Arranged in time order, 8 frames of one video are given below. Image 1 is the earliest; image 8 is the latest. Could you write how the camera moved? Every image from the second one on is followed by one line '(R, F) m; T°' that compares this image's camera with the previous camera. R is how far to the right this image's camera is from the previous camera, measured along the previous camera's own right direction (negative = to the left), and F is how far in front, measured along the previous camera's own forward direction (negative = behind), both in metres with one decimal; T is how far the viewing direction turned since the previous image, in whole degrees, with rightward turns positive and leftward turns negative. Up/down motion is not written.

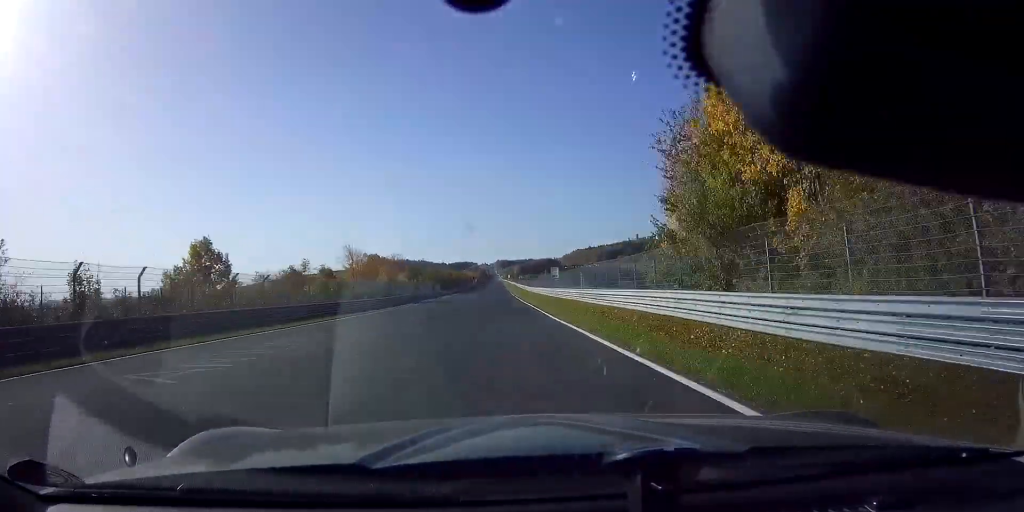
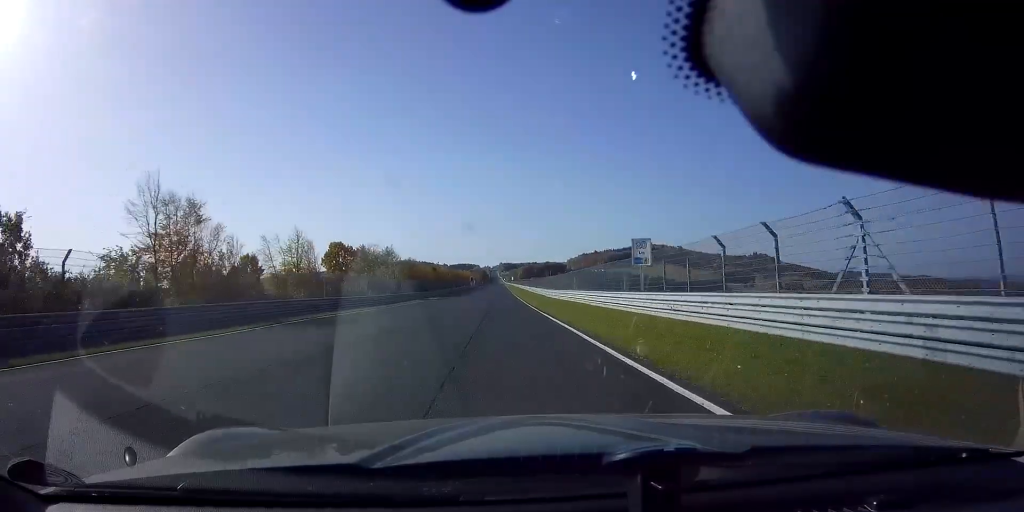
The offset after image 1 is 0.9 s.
(+0.4, +40.6) m; 0°
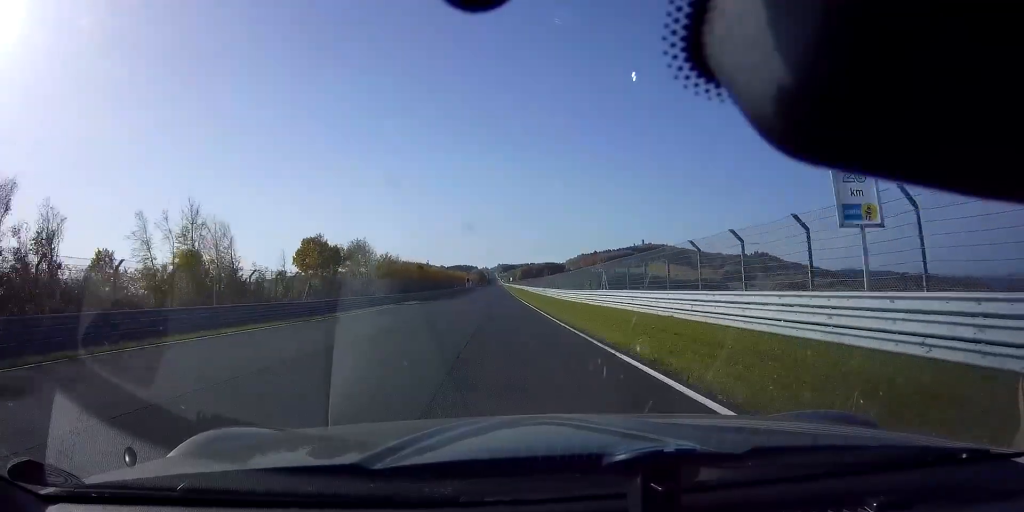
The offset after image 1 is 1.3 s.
(-0.1, +16.9) m; 0°
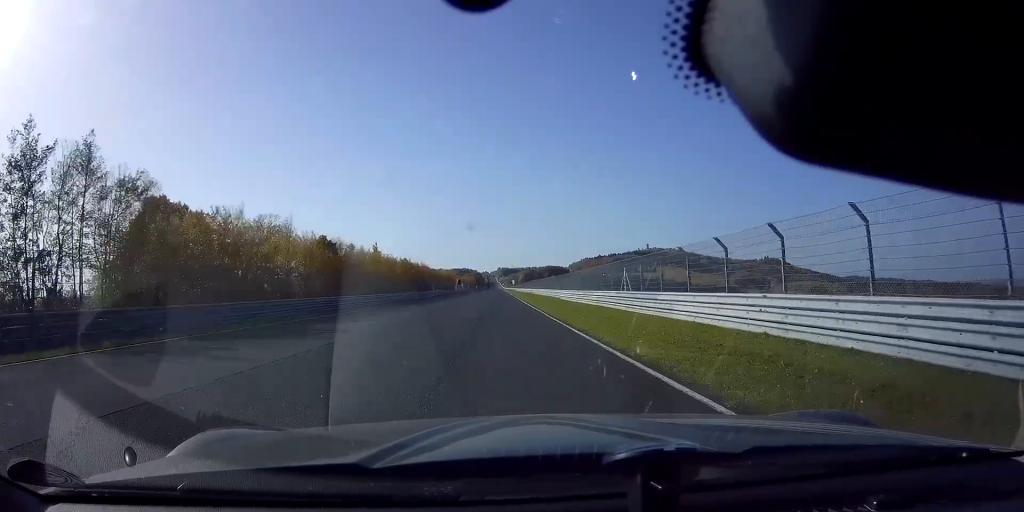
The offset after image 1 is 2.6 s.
(-0.1, +54.1) m; 0°
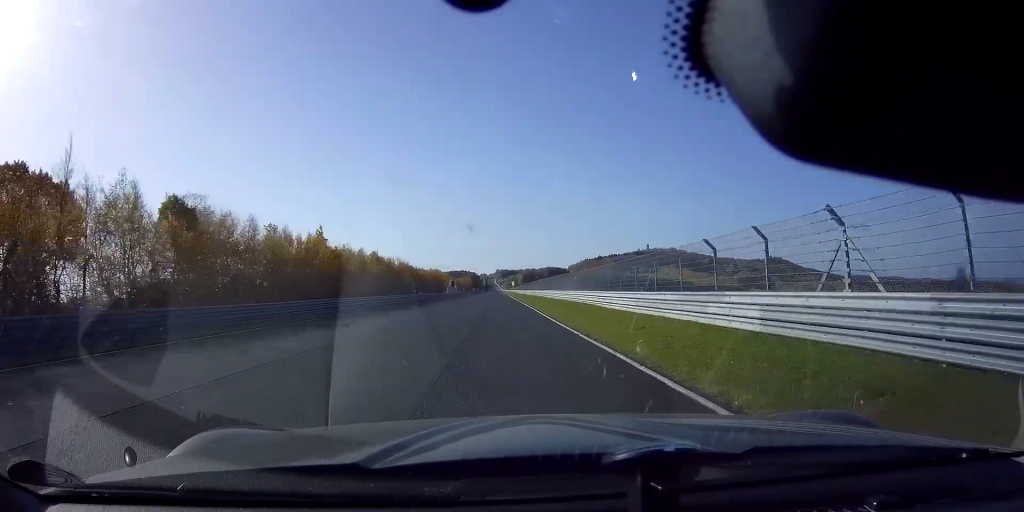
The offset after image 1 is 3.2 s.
(0.0, +22.9) m; 0°
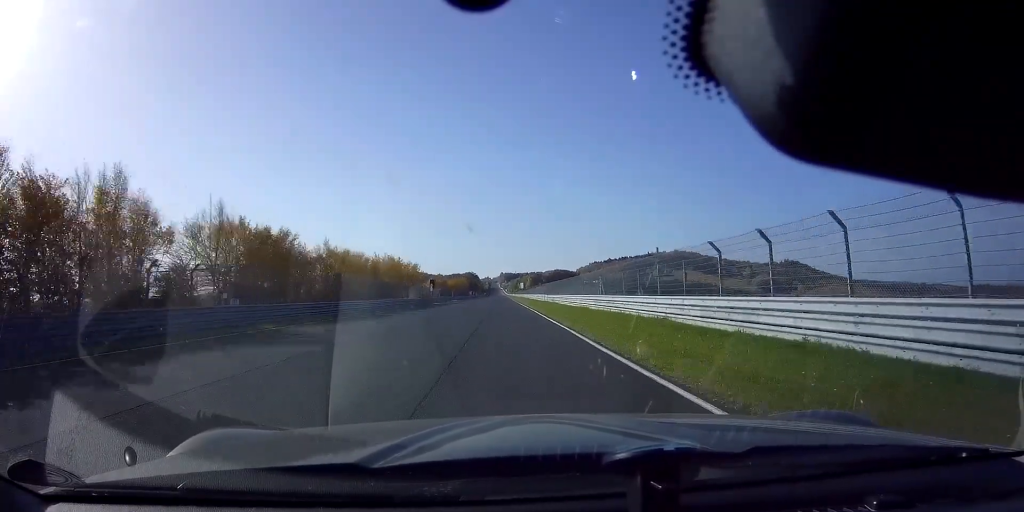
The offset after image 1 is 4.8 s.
(-0.3, +63.5) m; 0°
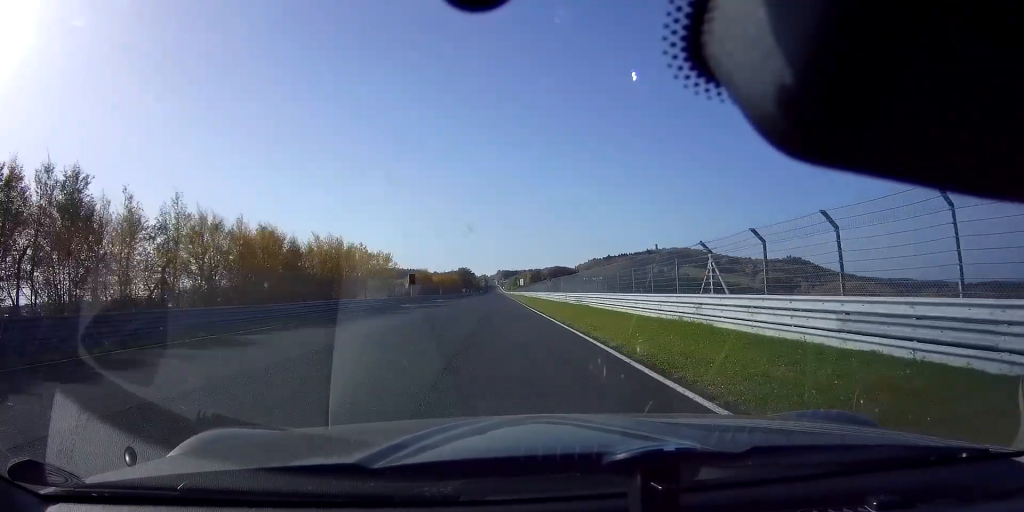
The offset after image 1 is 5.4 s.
(+0.1, +23.5) m; 0°
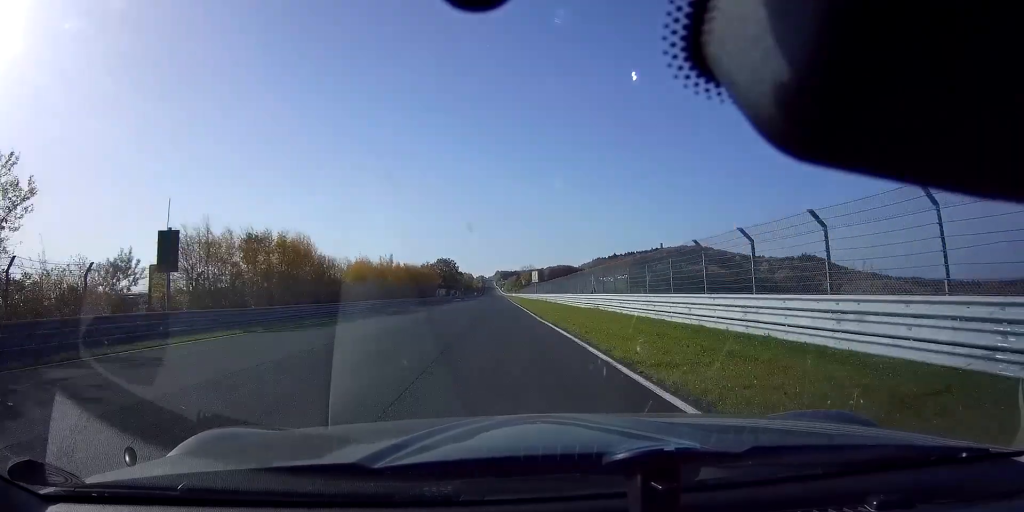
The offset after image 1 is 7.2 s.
(+0.3, +70.8) m; 0°
